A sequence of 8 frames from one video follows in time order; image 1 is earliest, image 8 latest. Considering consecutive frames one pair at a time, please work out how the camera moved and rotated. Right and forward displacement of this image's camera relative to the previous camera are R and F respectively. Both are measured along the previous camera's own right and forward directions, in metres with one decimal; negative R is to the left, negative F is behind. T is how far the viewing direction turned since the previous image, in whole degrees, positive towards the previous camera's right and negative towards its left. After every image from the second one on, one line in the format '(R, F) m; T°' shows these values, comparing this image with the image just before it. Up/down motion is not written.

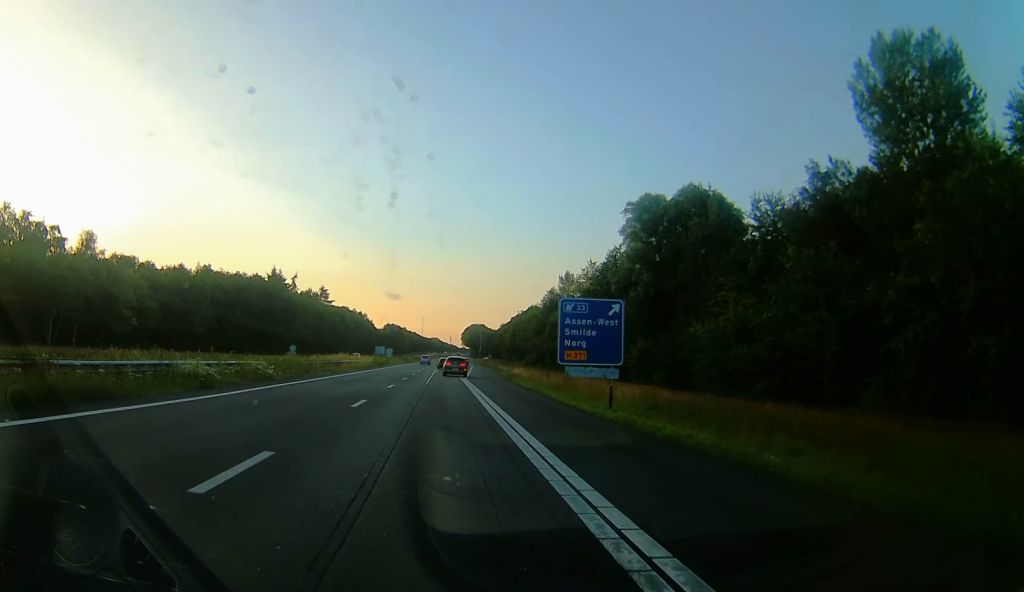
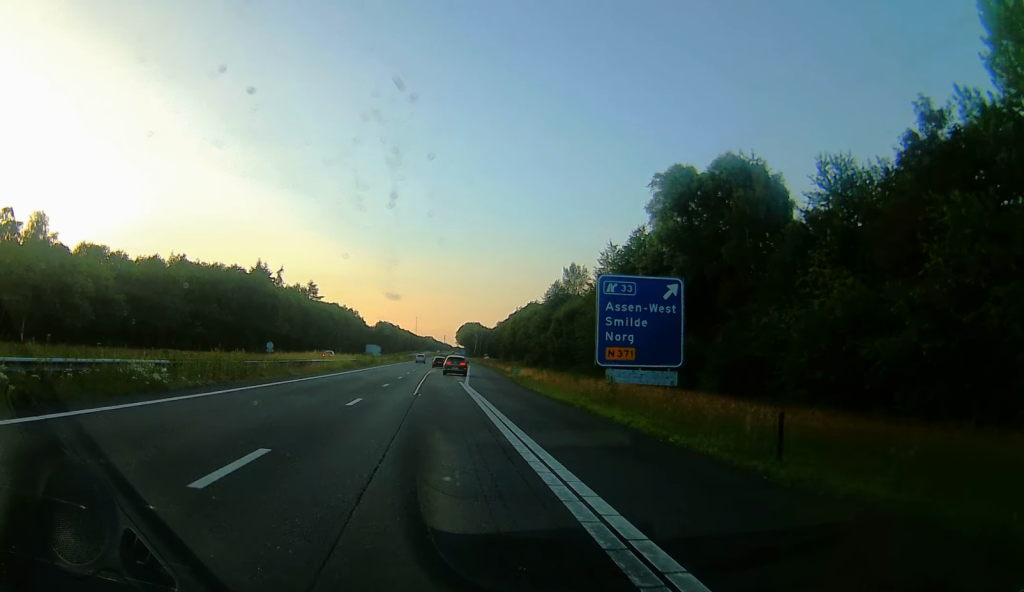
(0.0, +12.2) m; 0°
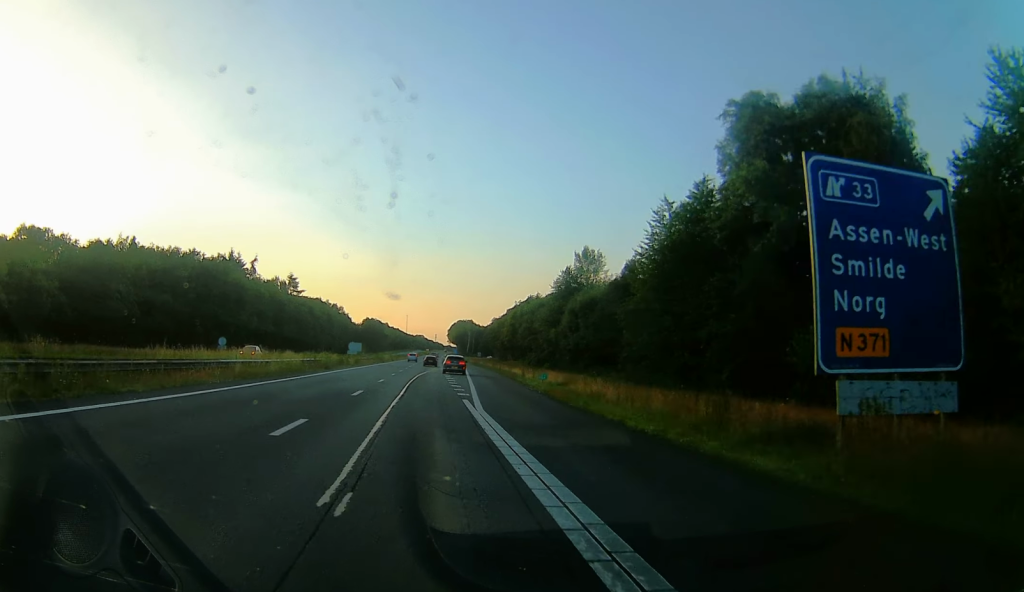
(0.0, +20.0) m; 0°
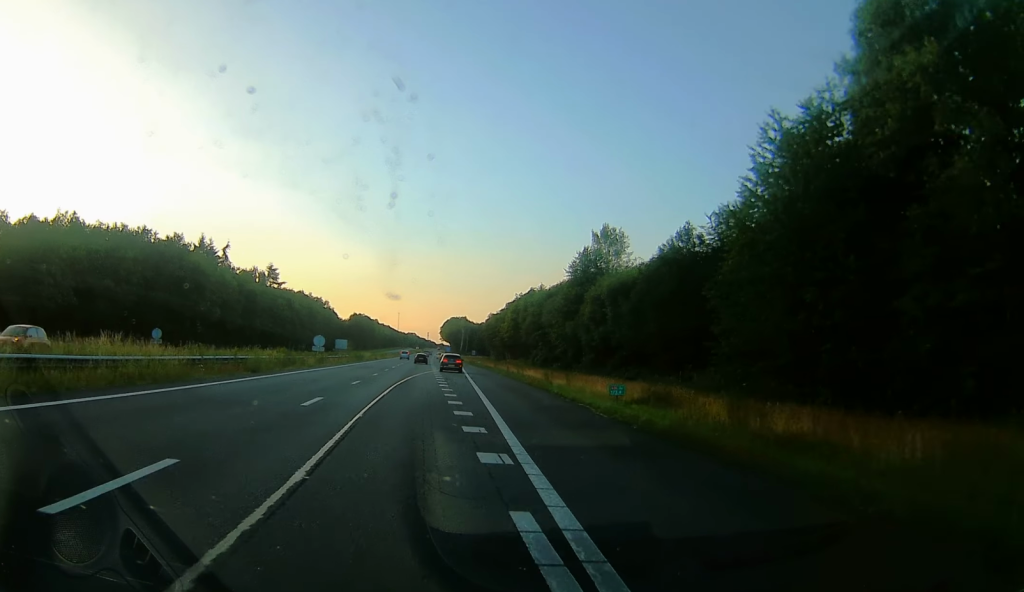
(0.0, +18.9) m; +1°
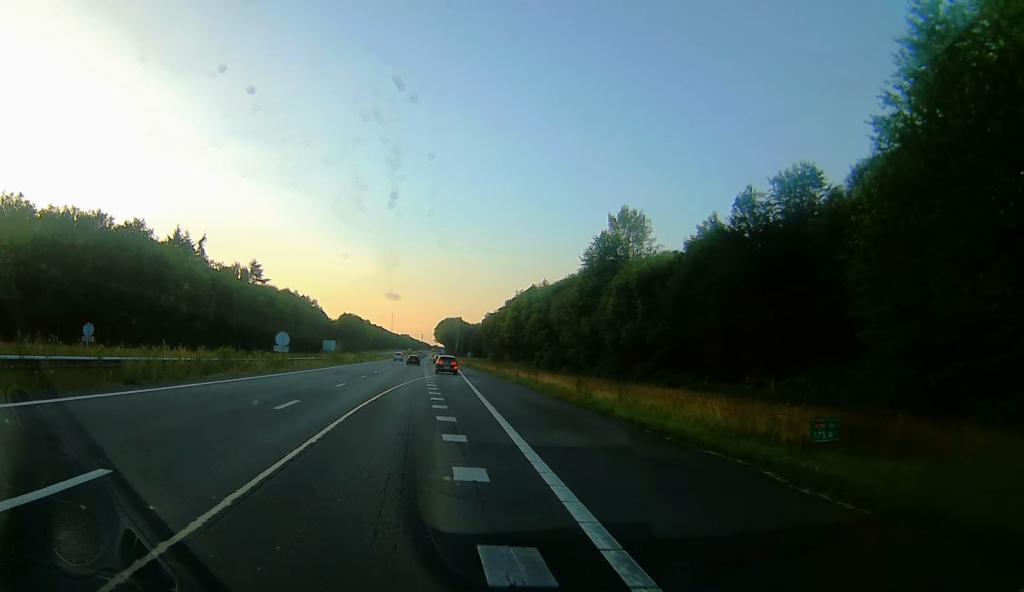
(-0.2, +13.3) m; +1°
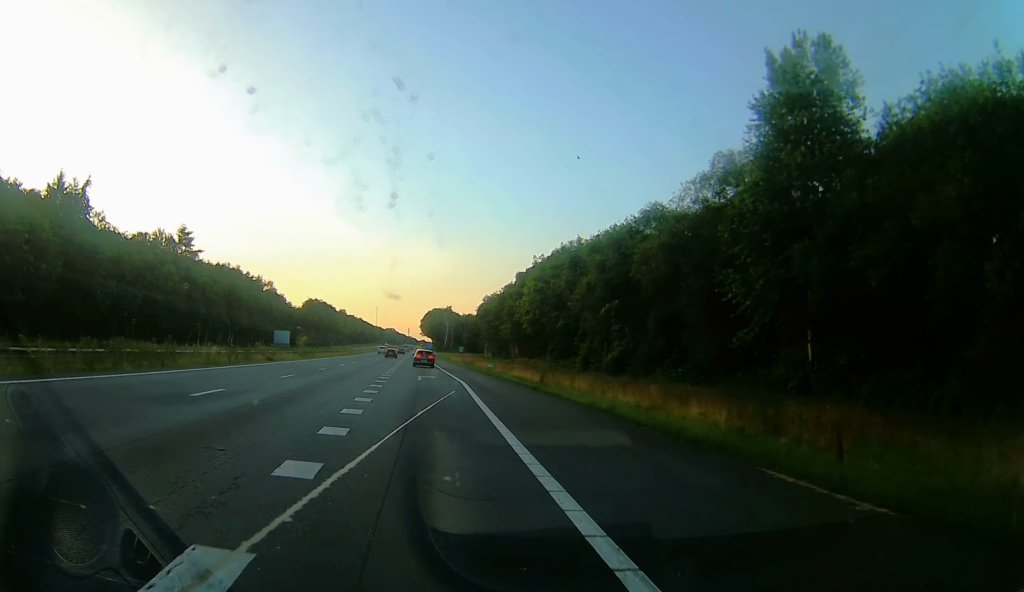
(+0.3, +48.6) m; 0°
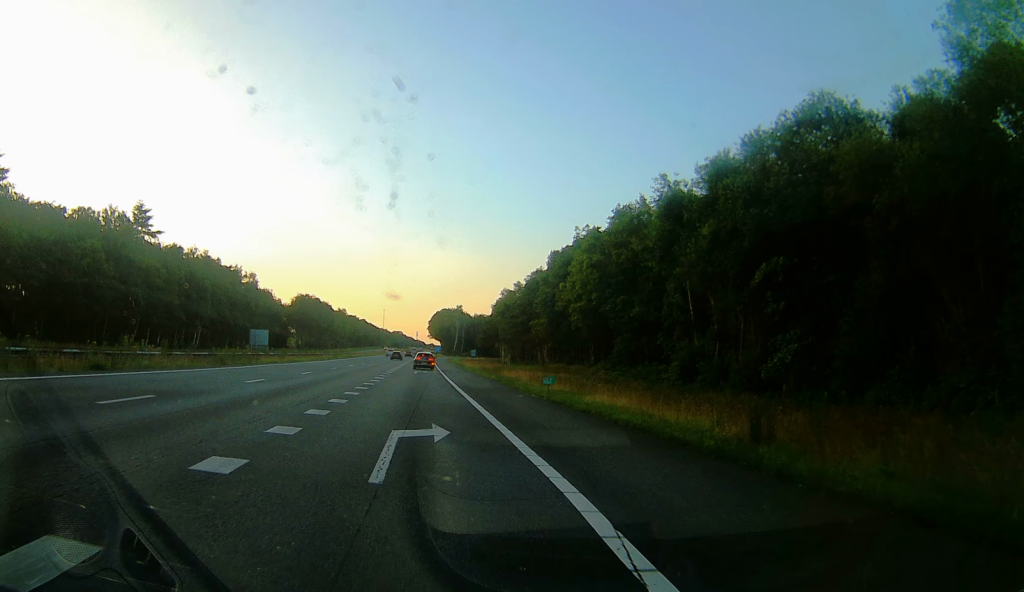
(+0.4, +28.1) m; 0°
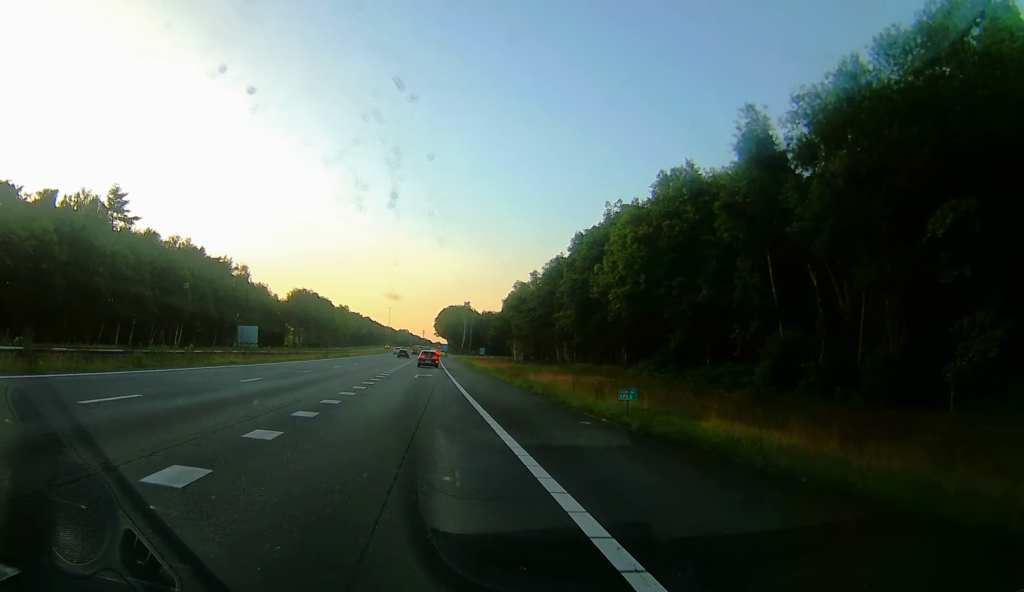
(0.0, +12.9) m; 0°
